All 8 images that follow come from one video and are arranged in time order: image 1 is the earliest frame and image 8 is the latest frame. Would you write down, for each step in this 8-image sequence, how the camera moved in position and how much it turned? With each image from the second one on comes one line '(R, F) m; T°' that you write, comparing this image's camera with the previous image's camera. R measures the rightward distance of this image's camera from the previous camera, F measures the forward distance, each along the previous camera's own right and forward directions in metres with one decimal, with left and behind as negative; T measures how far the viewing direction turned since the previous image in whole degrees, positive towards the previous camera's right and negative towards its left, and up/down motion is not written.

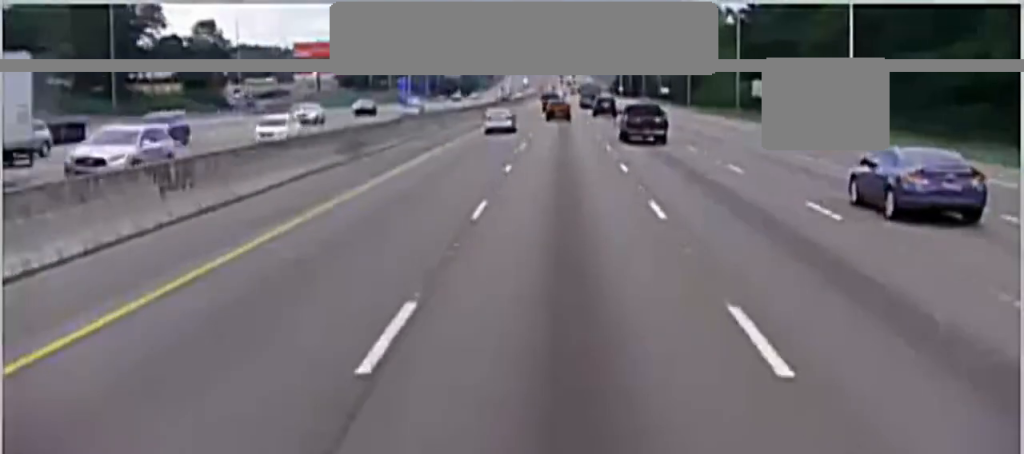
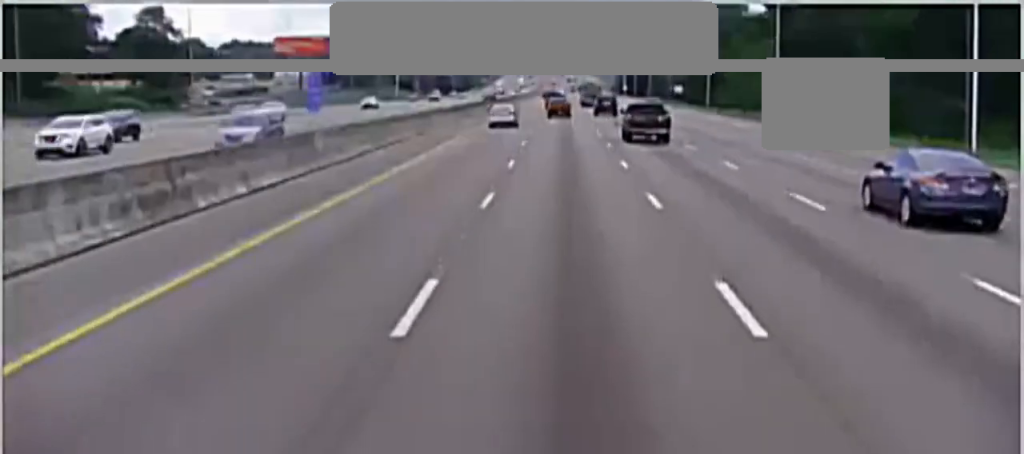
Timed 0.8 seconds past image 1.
(0.0, +27.6) m; 0°
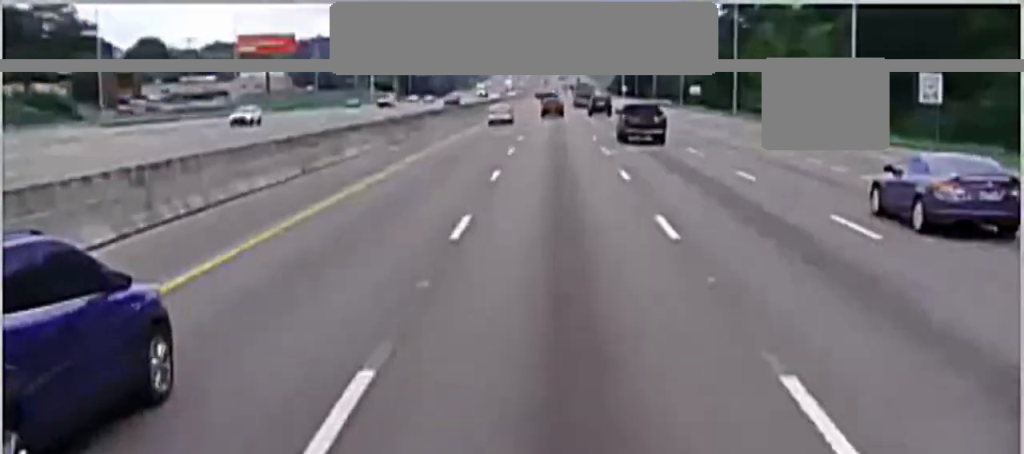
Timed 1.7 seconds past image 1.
(0.0, +32.7) m; 0°
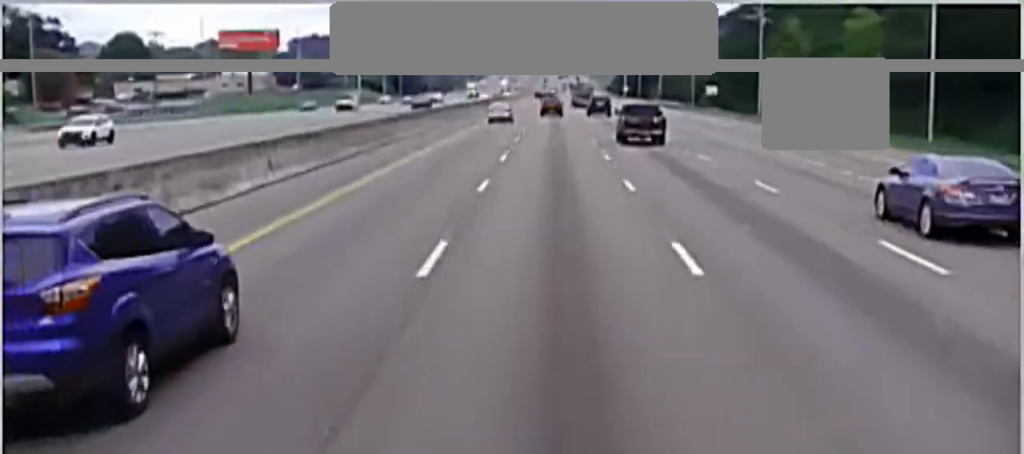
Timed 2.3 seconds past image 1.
(0.0, +17.2) m; 0°
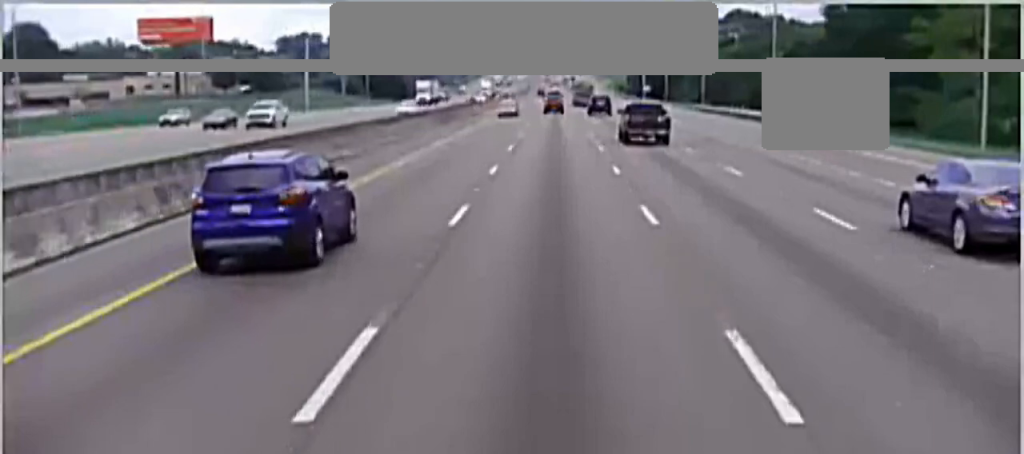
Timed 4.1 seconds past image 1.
(+0.3, +58.6) m; 0°
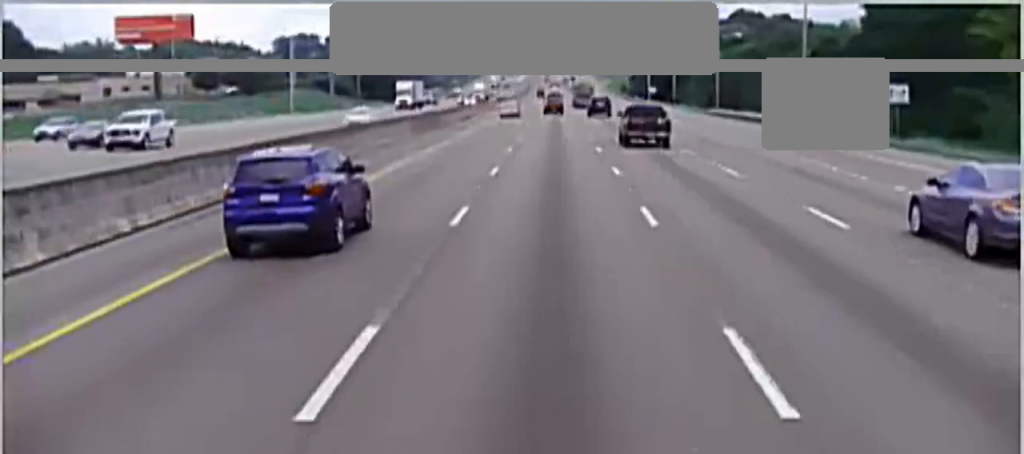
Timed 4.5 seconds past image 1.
(+0.1, +12.3) m; 0°
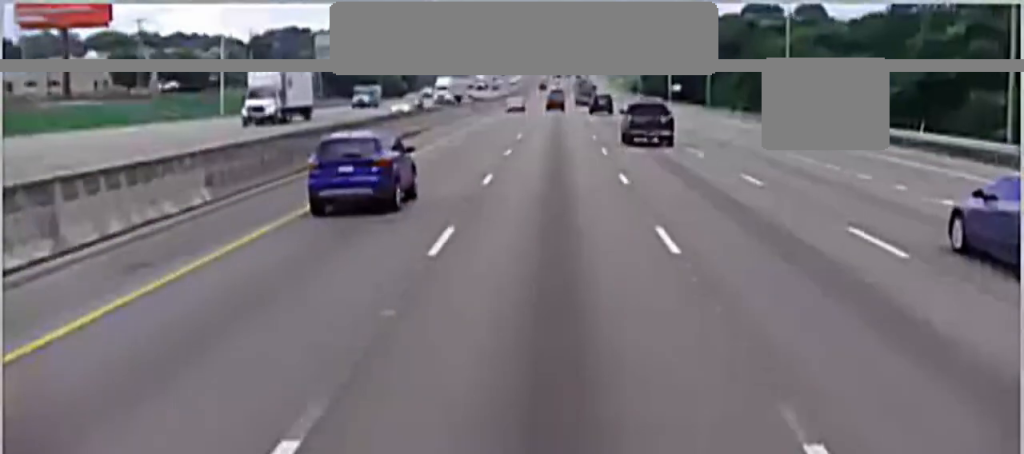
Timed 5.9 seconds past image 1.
(-0.3, +40.6) m; 0°
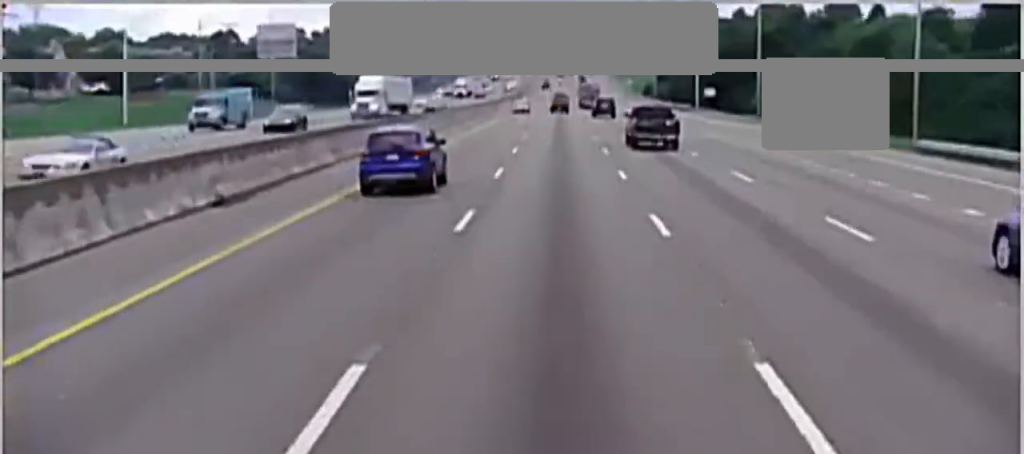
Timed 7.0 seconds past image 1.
(0.0, +35.3) m; 0°
